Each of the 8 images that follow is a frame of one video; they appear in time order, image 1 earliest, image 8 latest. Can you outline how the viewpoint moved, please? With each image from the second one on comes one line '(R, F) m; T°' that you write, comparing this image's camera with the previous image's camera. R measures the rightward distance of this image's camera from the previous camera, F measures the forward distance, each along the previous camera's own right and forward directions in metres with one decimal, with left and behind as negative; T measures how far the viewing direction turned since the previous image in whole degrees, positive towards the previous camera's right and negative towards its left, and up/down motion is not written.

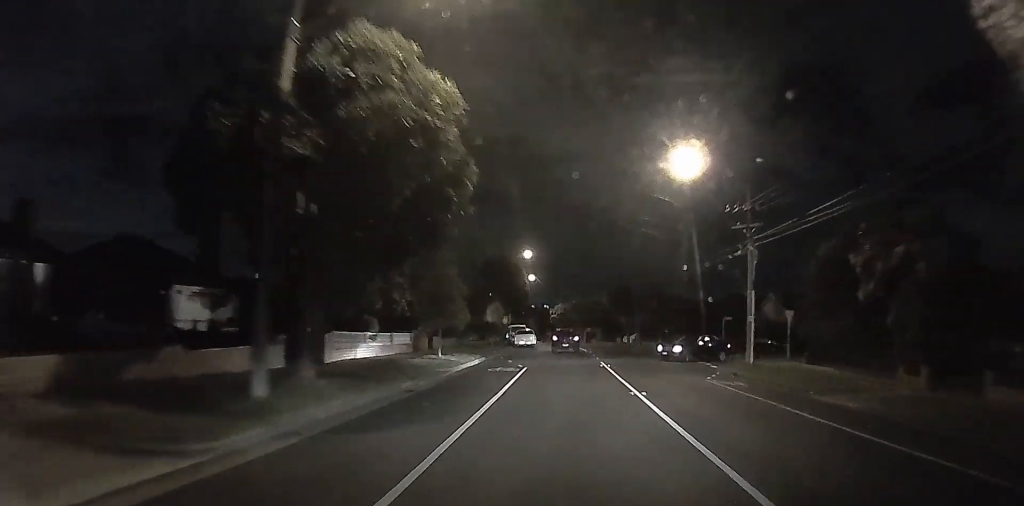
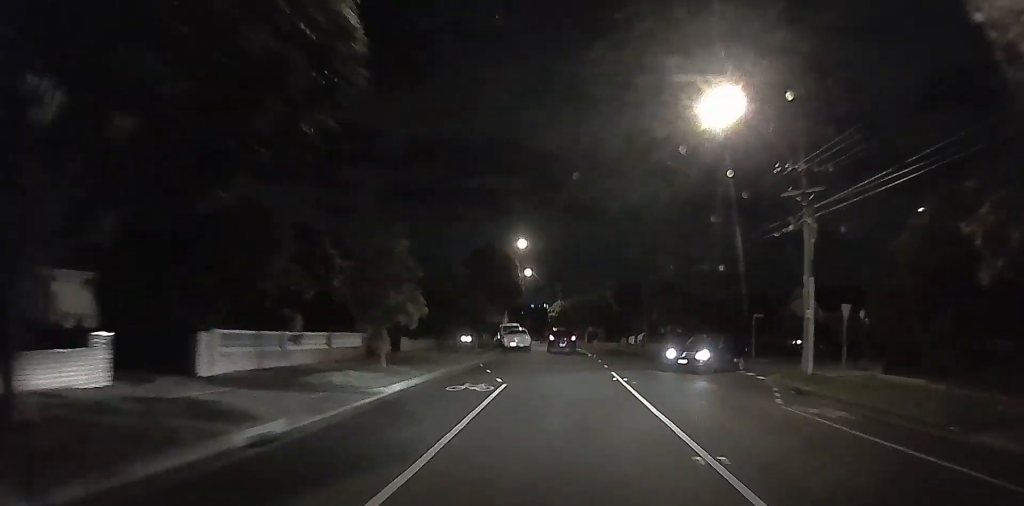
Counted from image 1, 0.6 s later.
(+0.1, +8.8) m; -2°
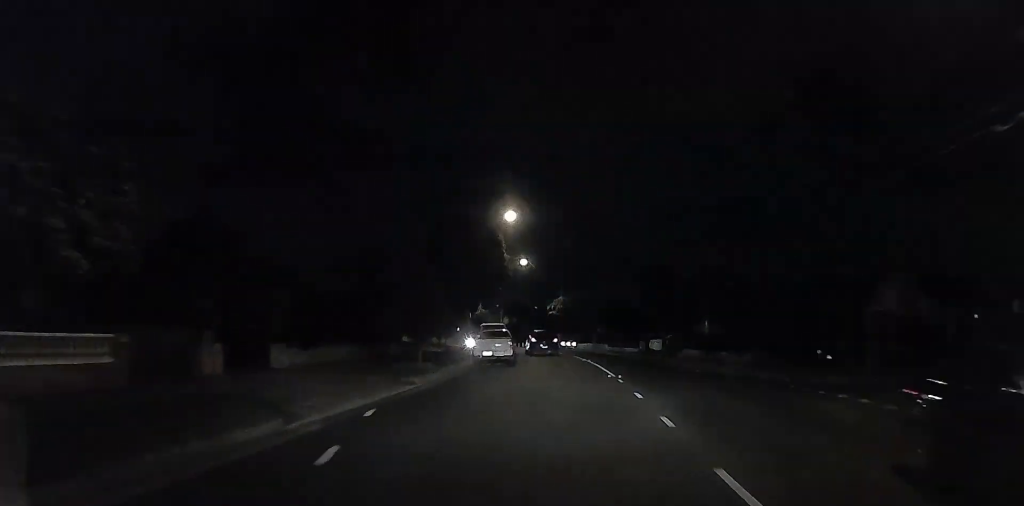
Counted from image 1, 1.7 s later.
(-0.7, +16.8) m; -2°
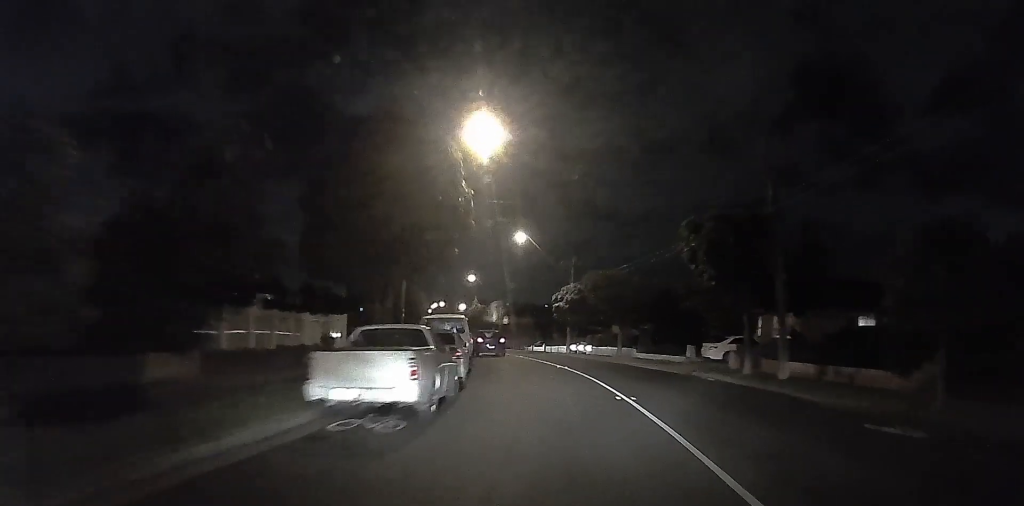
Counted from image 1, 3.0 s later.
(+0.4, +16.6) m; 0°
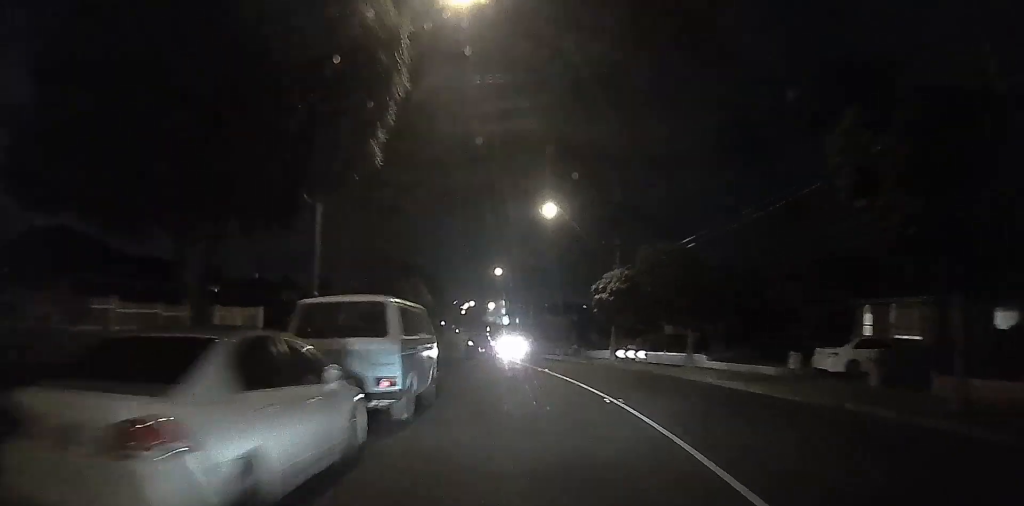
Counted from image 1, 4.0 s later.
(-0.2, +10.7) m; -2°
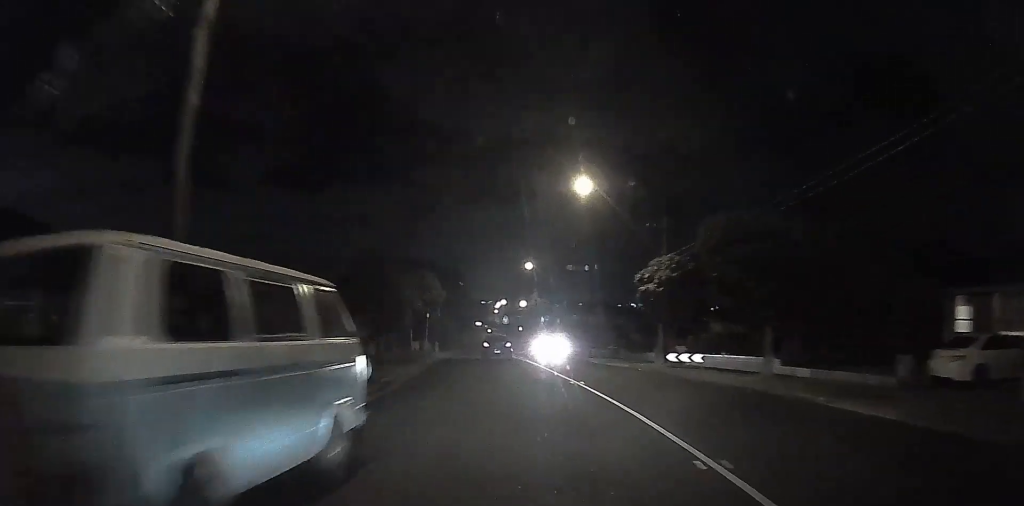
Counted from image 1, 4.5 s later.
(-0.5, +6.0) m; +1°
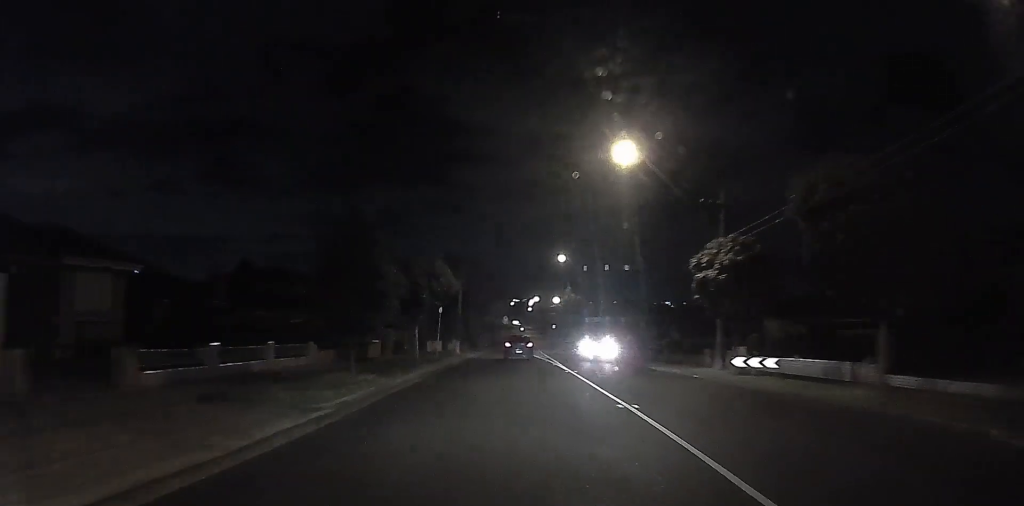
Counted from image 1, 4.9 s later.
(+0.1, +5.9) m; 0°
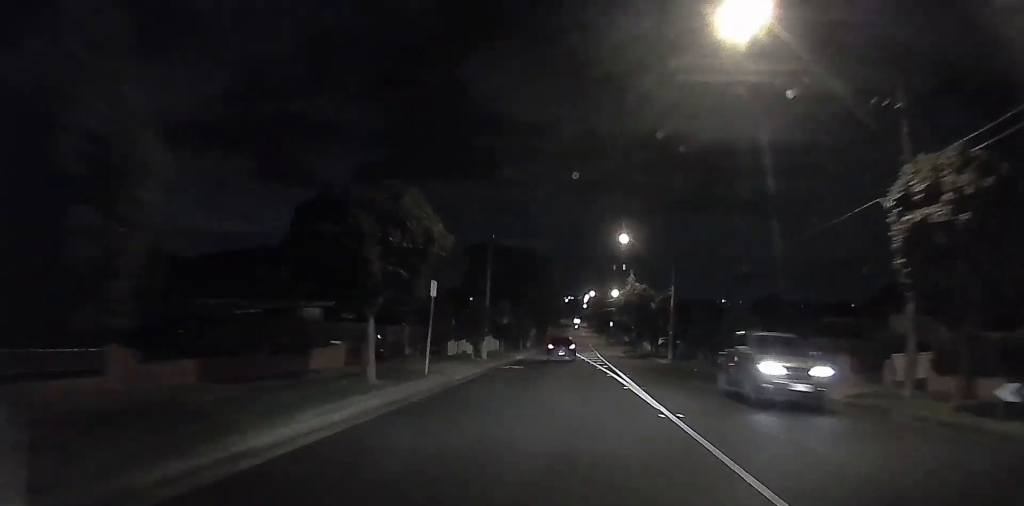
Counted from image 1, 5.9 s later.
(+0.5, +13.4) m; 0°
